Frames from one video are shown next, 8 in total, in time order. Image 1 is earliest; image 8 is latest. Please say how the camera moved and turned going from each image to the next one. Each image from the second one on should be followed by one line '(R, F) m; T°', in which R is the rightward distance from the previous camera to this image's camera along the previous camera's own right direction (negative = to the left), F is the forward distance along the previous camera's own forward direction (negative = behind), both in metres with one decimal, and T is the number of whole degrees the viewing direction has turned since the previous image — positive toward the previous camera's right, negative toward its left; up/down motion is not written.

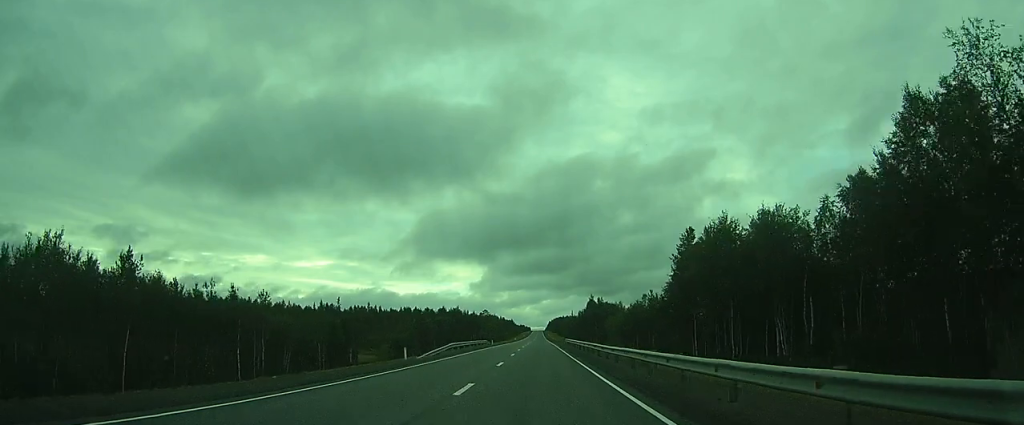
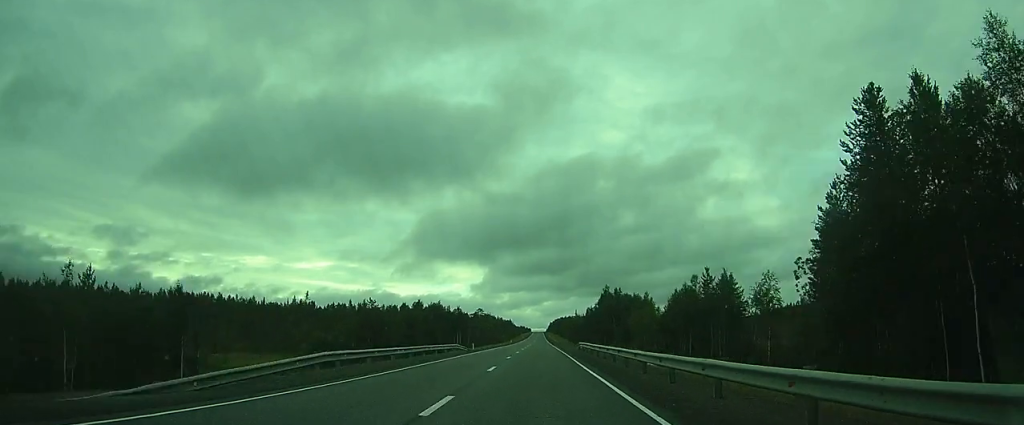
(0.0, +27.1) m; 0°
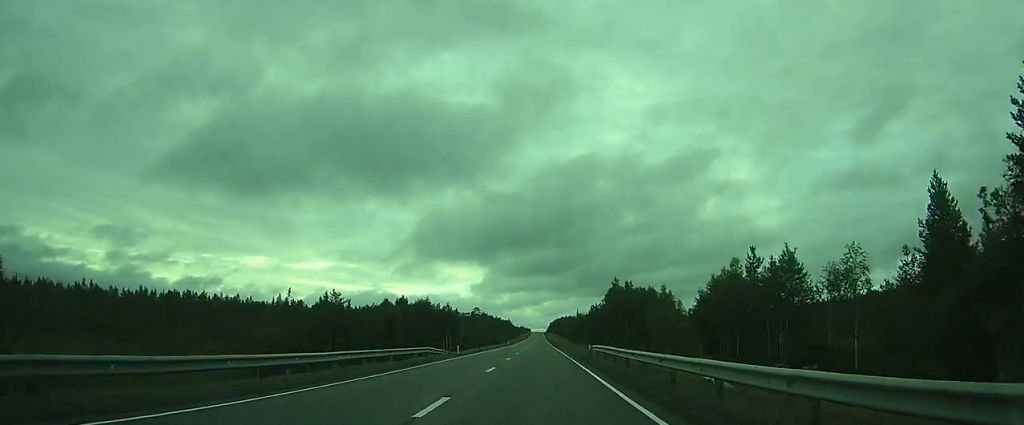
(0.0, +12.1) m; 0°
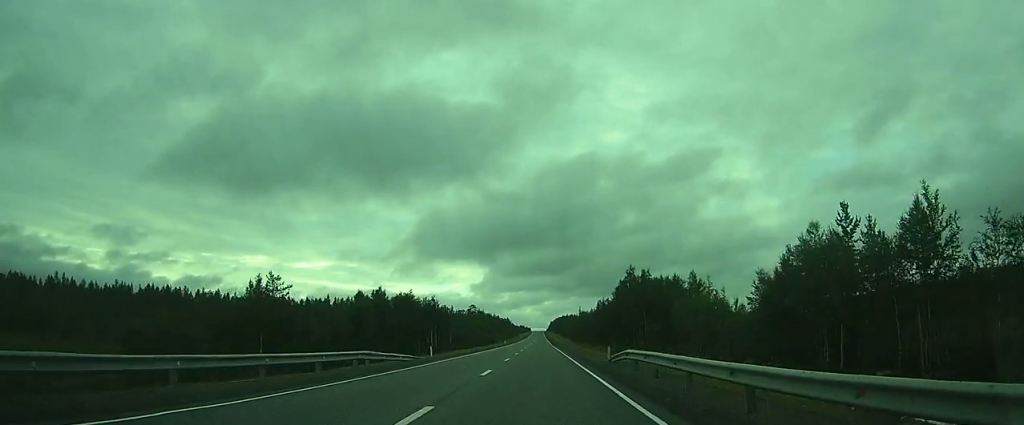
(0.0, +13.7) m; 0°
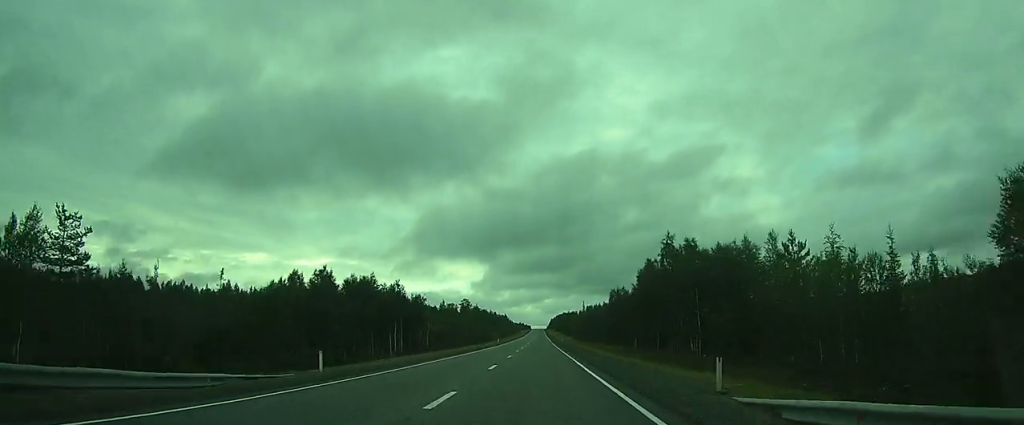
(0.0, +21.4) m; 0°
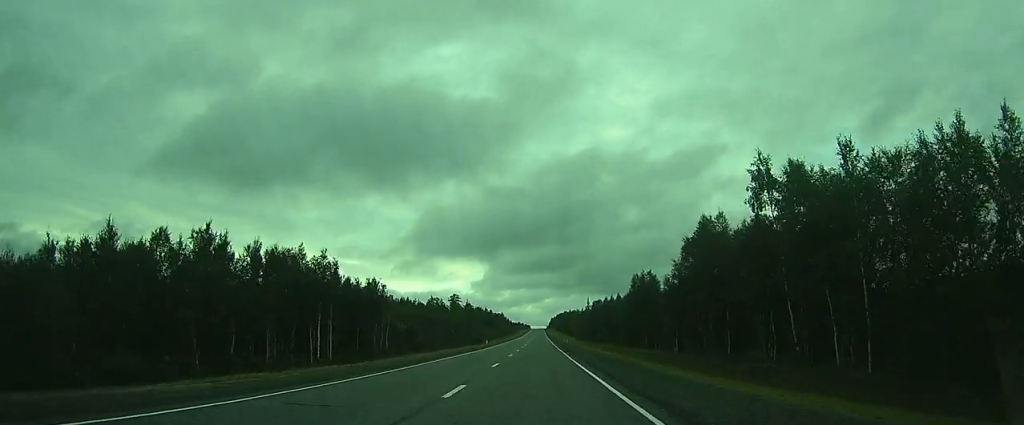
(+0.1, +22.2) m; 0°
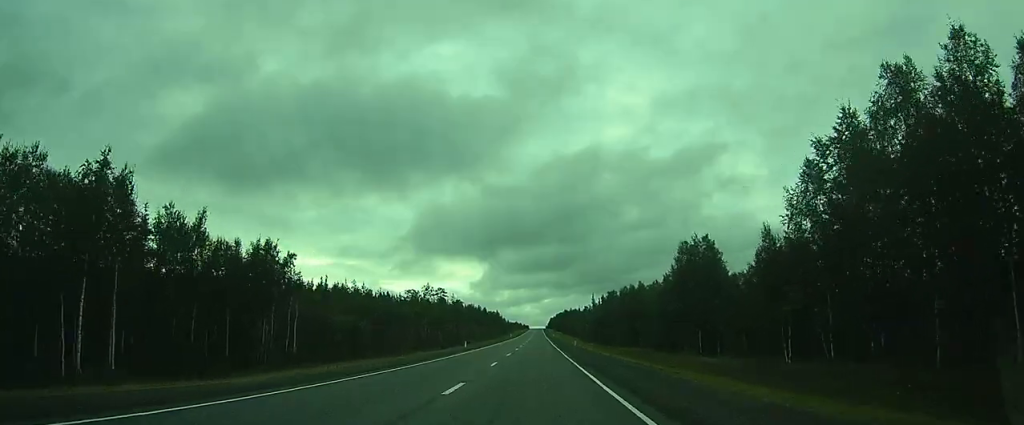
(0.0, +23.7) m; 0°
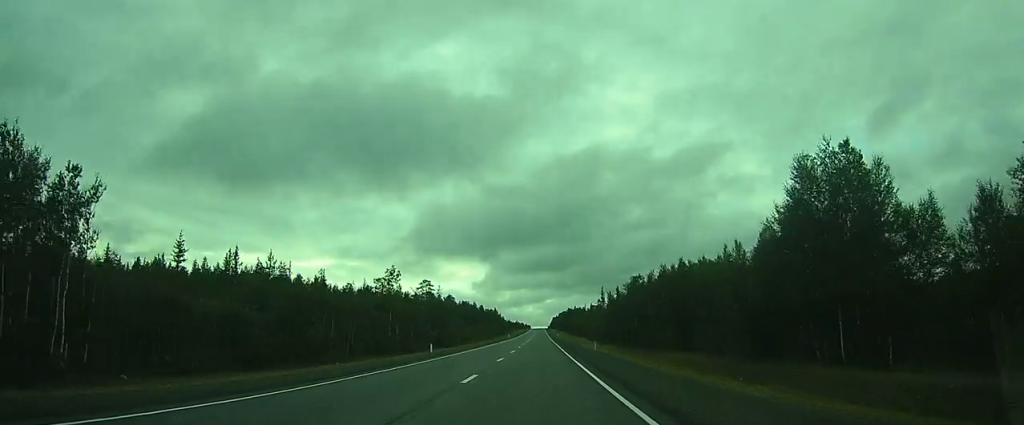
(0.0, +21.2) m; 0°
